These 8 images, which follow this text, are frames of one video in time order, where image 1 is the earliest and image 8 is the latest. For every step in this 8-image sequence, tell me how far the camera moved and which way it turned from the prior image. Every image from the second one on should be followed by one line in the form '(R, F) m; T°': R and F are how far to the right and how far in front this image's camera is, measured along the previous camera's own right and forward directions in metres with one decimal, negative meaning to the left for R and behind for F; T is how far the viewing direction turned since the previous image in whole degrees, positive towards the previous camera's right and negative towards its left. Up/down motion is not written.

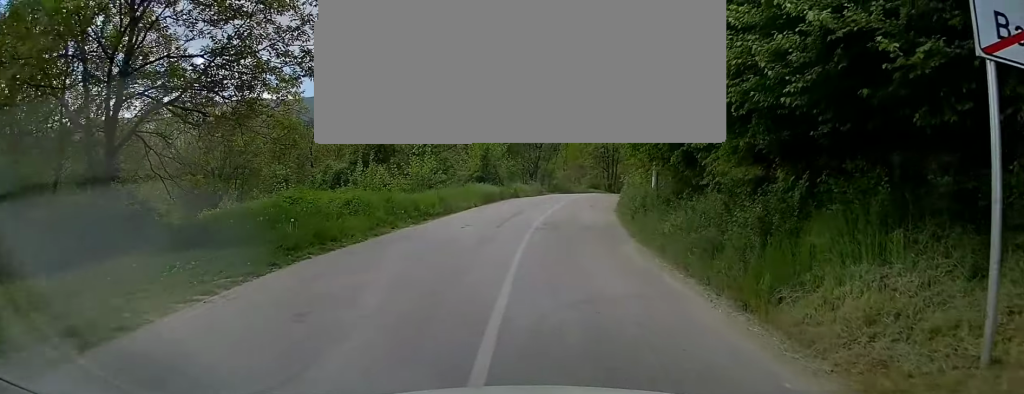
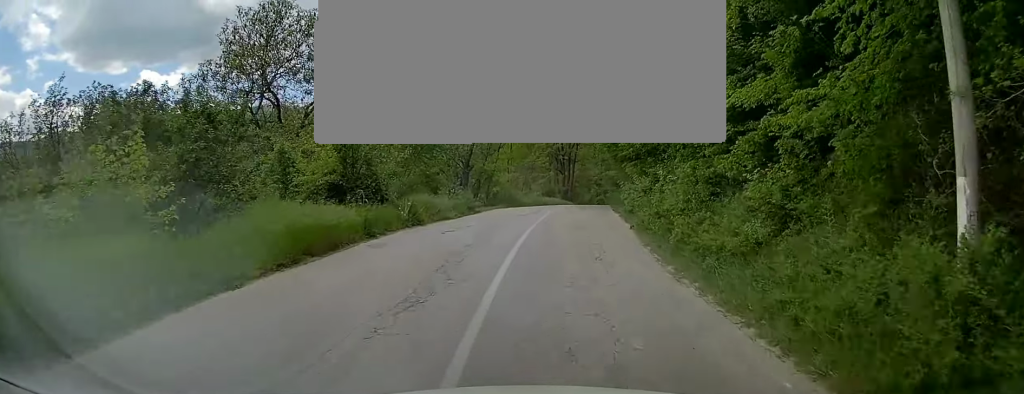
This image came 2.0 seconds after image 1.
(+0.8, +18.3) m; +5°
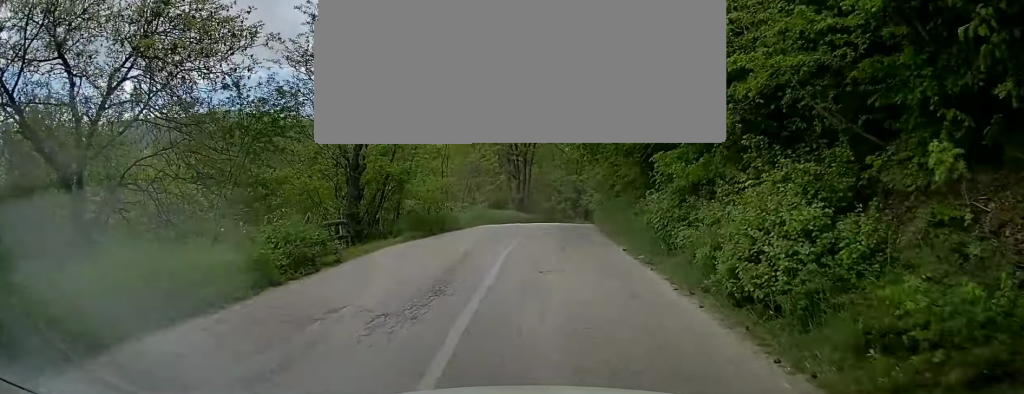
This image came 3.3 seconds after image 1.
(0.0, +14.5) m; -1°
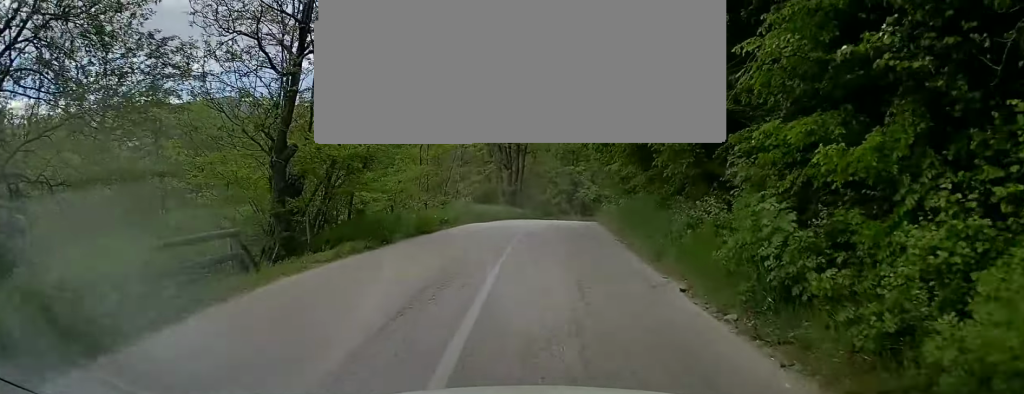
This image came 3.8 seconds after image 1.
(0.0, +5.7) m; 0°
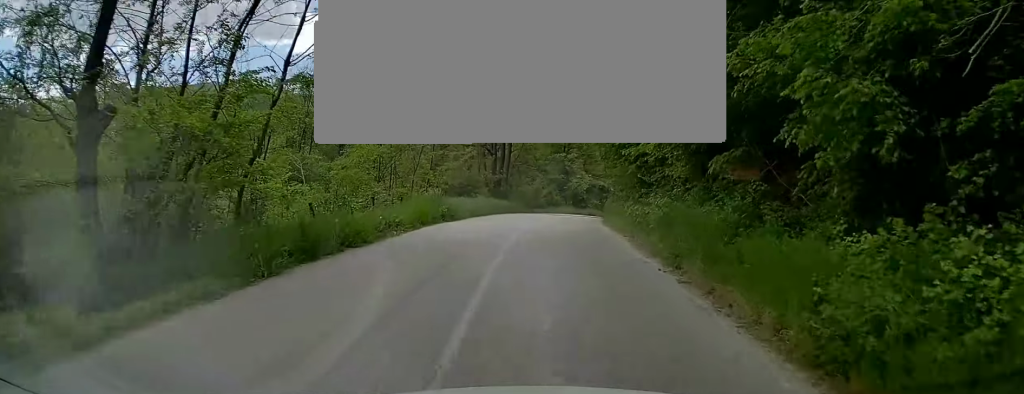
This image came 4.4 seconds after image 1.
(0.0, +6.5) m; 0°
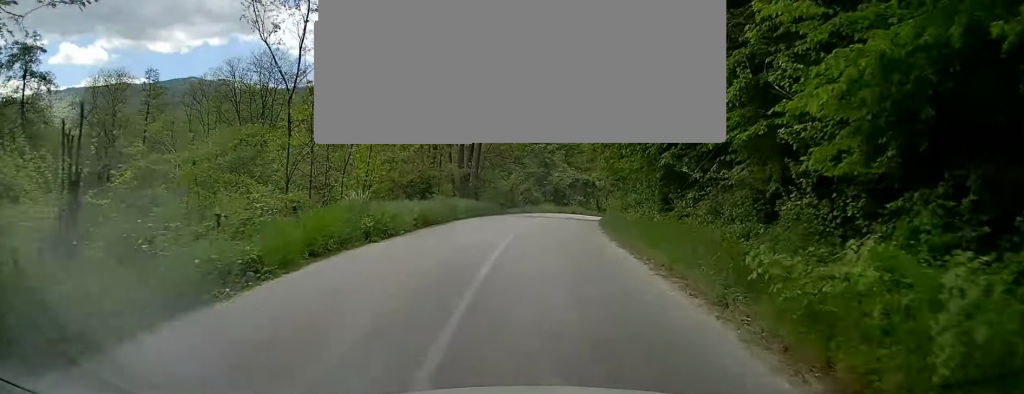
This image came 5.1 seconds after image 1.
(0.0, +7.9) m; +2°
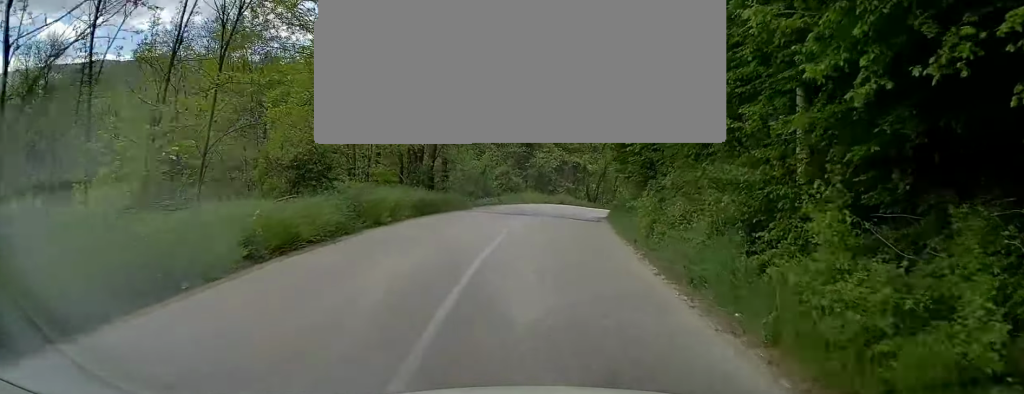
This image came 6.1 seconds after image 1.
(+0.3, +10.7) m; +2°
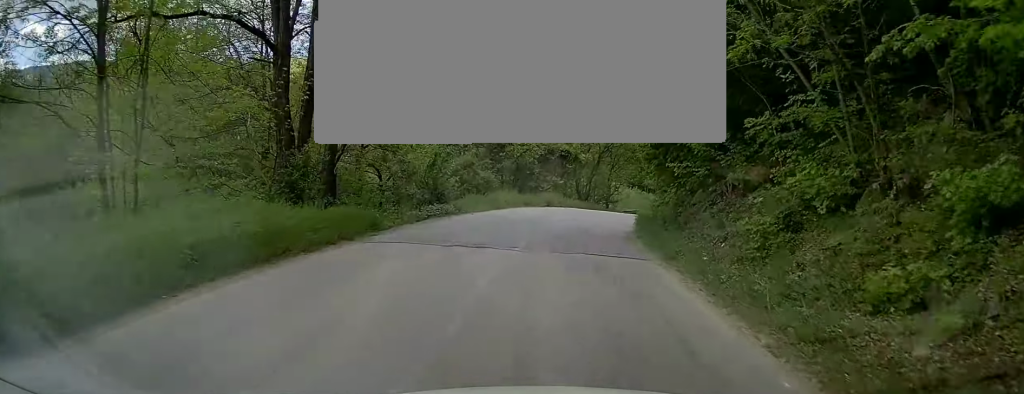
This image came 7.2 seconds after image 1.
(+0.1, +12.1) m; +5°
